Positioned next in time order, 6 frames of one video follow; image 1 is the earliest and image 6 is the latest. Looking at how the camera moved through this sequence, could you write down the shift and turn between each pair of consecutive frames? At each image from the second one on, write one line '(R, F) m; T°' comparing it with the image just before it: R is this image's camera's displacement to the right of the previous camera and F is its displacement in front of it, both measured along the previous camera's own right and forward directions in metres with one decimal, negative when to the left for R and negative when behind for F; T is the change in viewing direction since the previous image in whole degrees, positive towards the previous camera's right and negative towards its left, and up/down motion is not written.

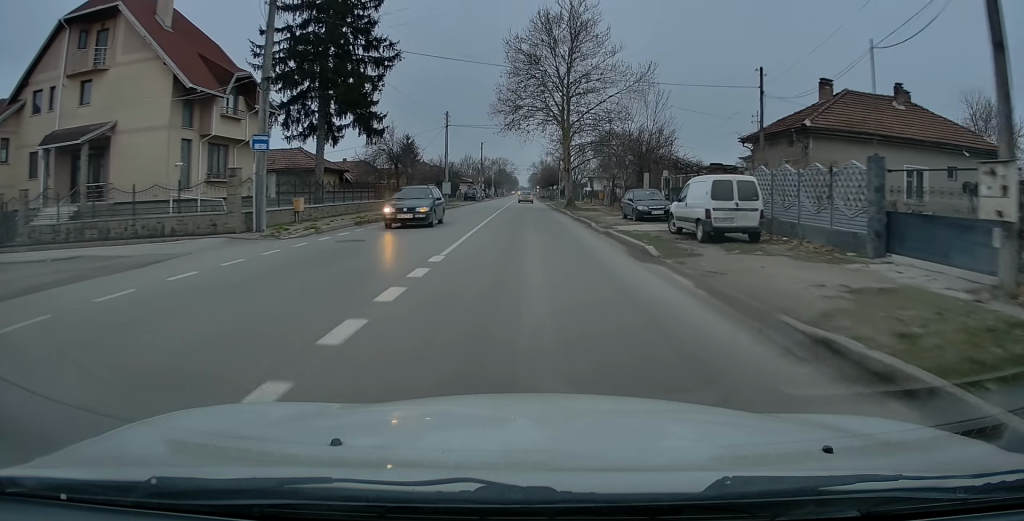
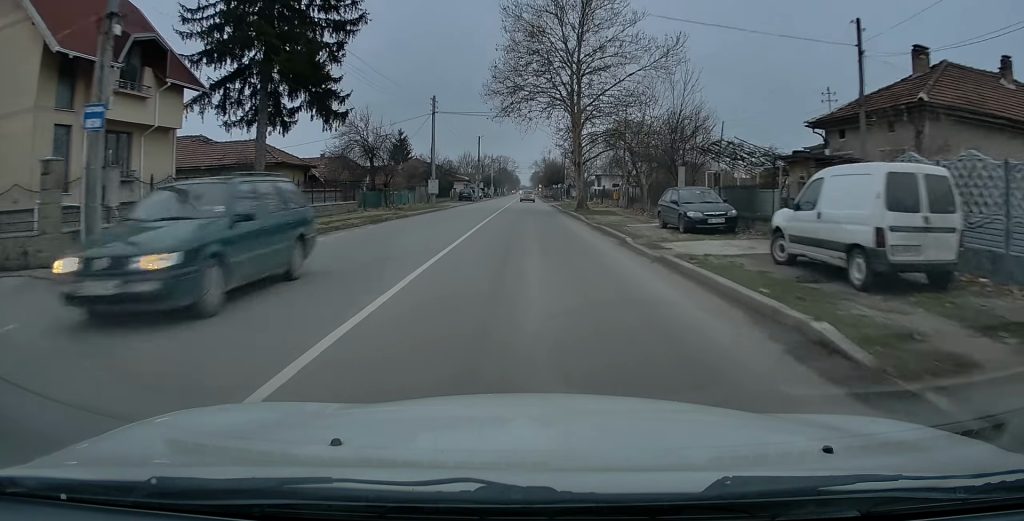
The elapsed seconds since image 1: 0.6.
(-0.1, +8.4) m; 0°
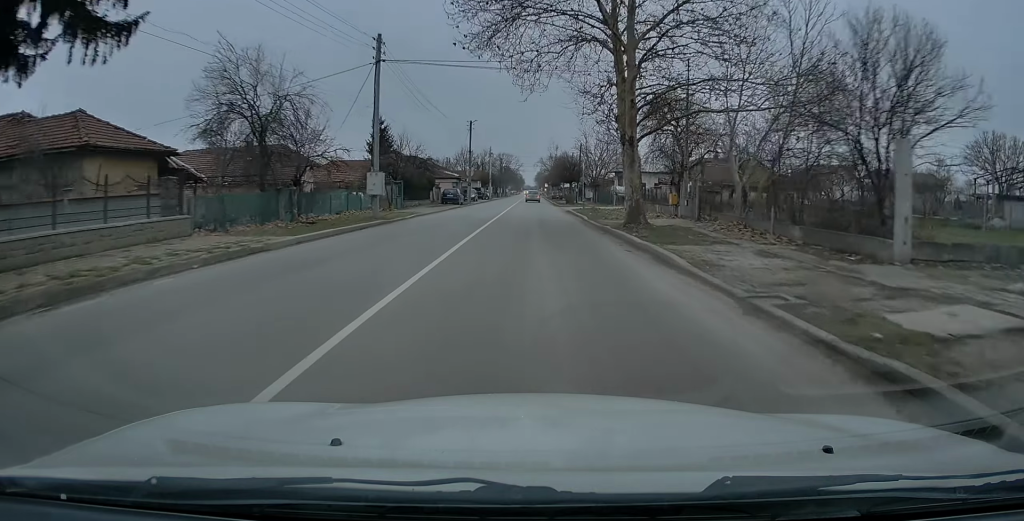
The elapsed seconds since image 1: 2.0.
(-0.1, +18.2) m; 0°
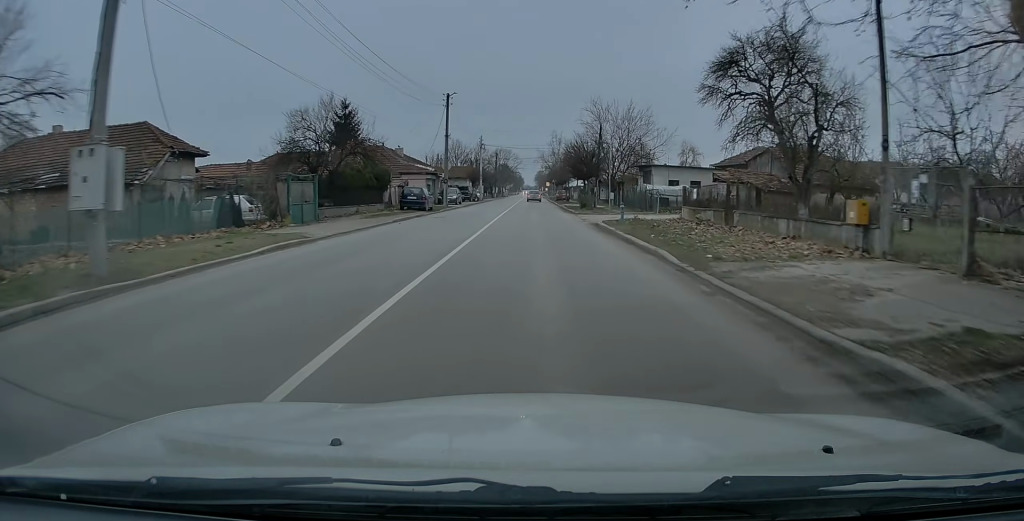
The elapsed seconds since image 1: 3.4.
(0.0, +18.2) m; 0°
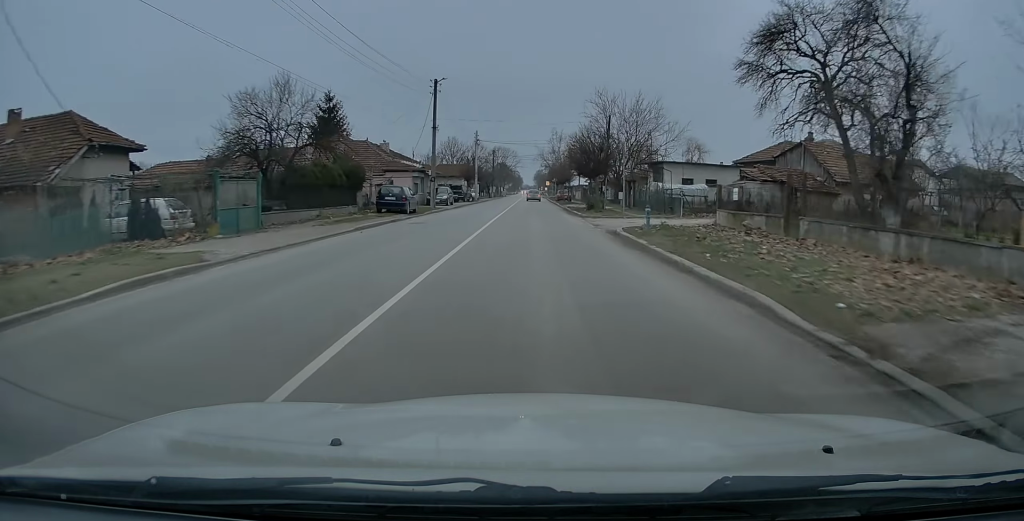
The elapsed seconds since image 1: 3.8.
(0.0, +5.7) m; 0°
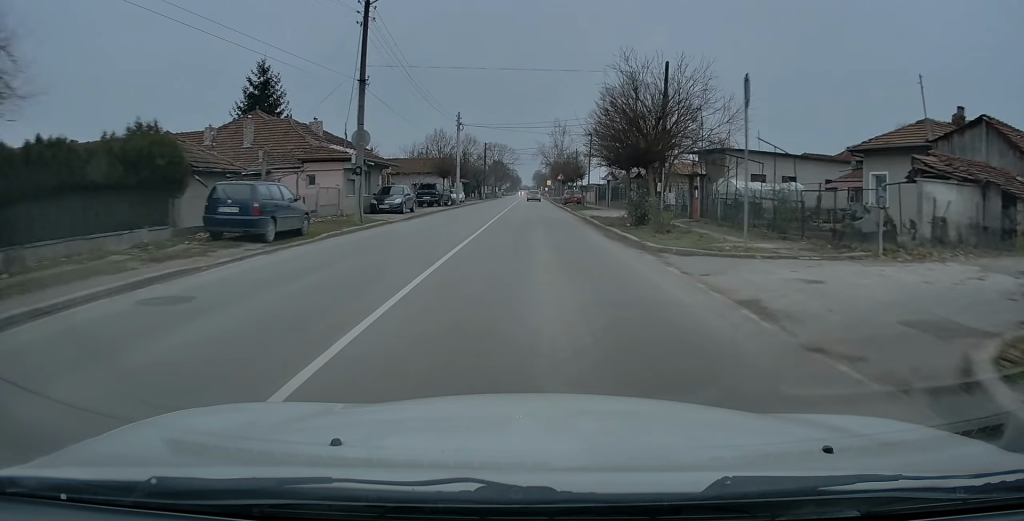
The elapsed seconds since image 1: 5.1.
(0.0, +17.7) m; +1°
